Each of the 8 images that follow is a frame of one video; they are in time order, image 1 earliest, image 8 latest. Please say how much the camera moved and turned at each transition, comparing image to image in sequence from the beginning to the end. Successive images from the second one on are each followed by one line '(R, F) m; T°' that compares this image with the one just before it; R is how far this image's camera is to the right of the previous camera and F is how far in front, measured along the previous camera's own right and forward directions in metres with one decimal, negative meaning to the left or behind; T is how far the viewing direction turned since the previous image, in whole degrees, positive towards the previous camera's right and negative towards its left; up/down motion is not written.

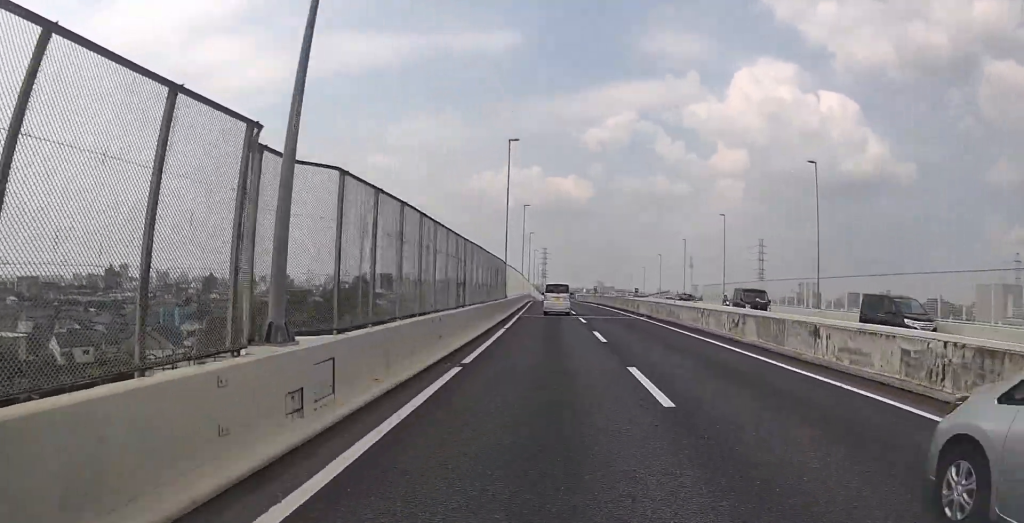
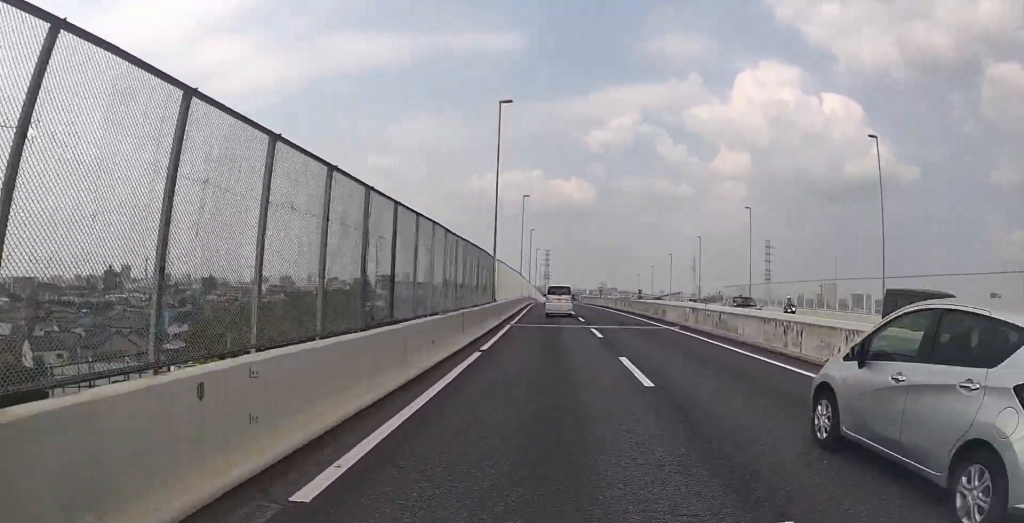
(0.0, +8.7) m; 0°
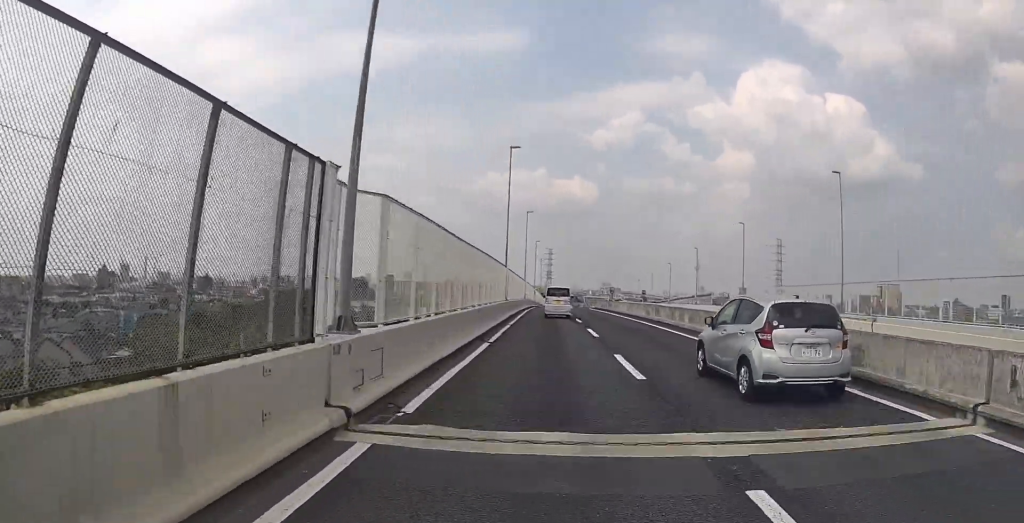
(-0.1, +19.2) m; -1°
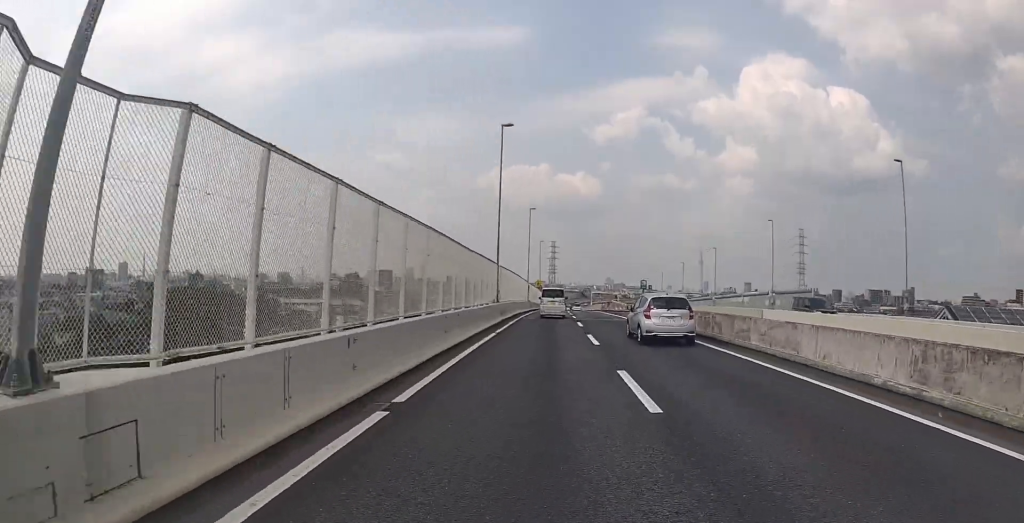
(0.0, +32.4) m; 0°
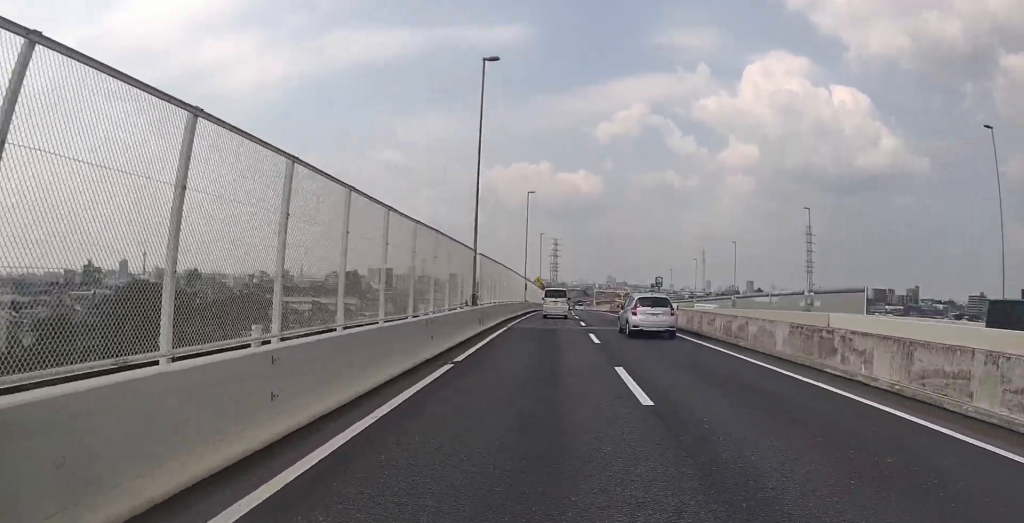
(-0.2, +10.0) m; 0°
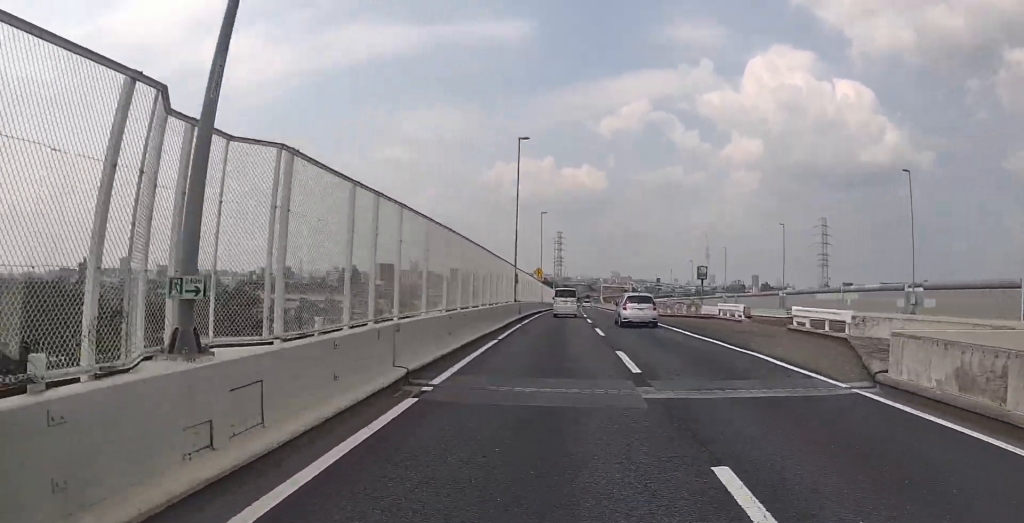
(-0.2, +17.9) m; 0°
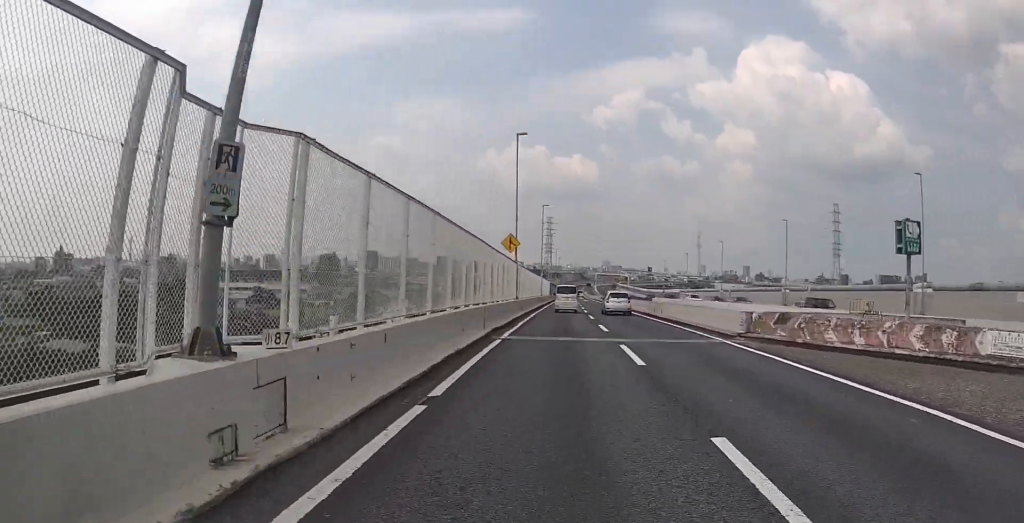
(+0.3, +29.7) m; 0°
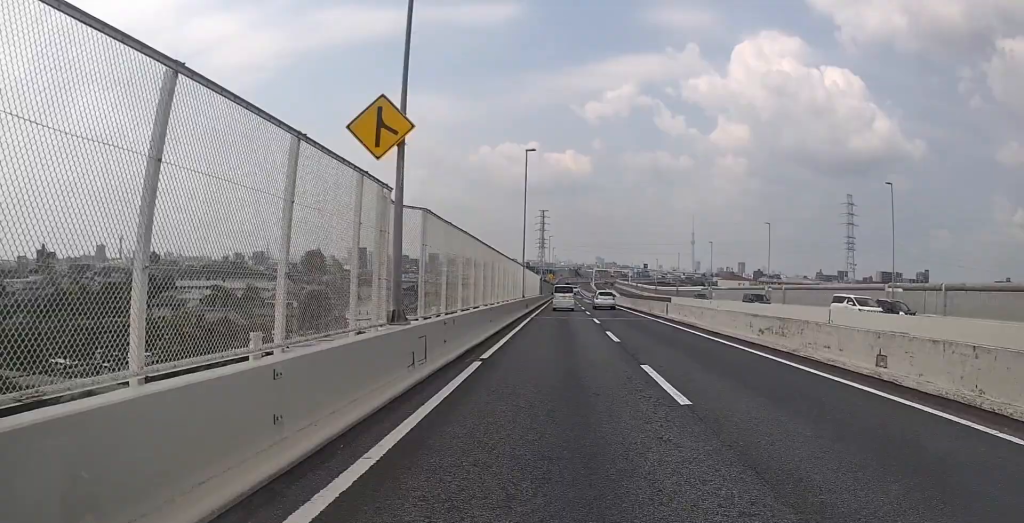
(-0.2, +24.3) m; 0°
